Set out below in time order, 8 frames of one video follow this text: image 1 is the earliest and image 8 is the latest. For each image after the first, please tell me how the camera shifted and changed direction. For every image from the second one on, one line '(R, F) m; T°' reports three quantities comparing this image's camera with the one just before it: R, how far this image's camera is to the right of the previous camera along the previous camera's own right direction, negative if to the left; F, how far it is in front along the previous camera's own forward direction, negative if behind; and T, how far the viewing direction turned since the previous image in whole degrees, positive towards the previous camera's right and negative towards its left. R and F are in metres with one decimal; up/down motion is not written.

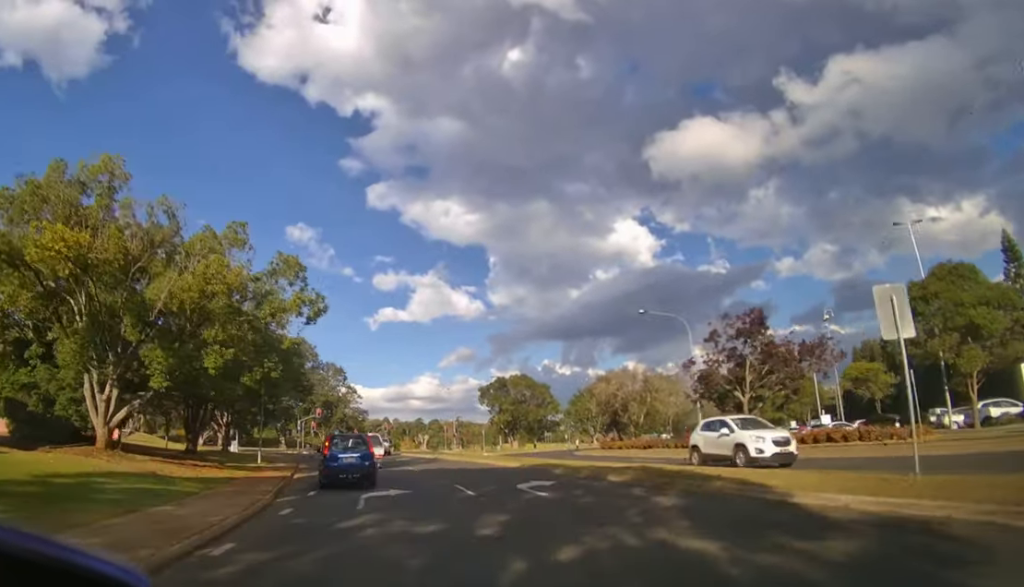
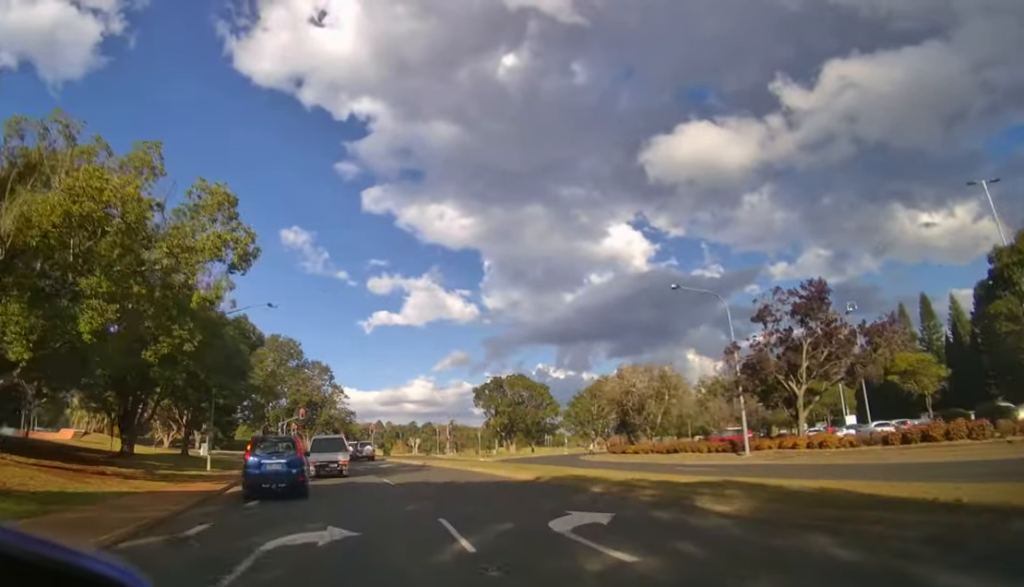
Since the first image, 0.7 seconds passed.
(-0.1, +6.9) m; -2°
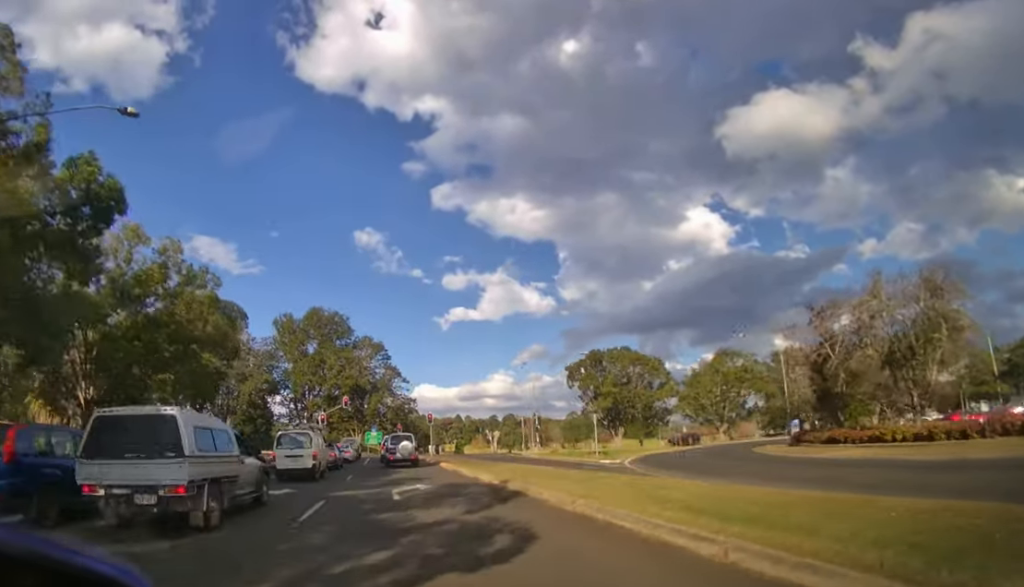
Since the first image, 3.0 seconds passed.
(-1.4, +22.9) m; -8°
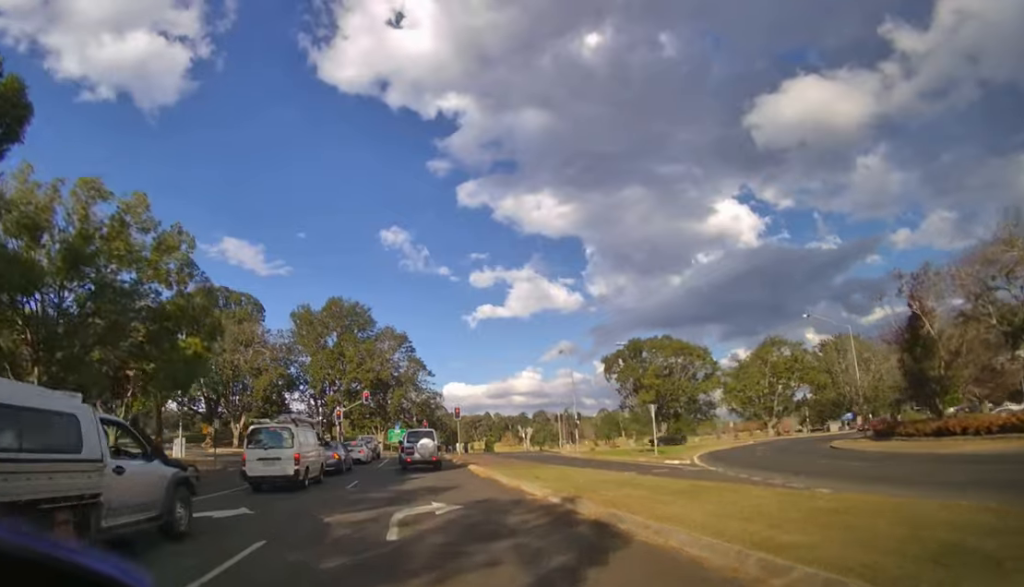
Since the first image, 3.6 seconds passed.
(-0.1, +5.4) m; -3°
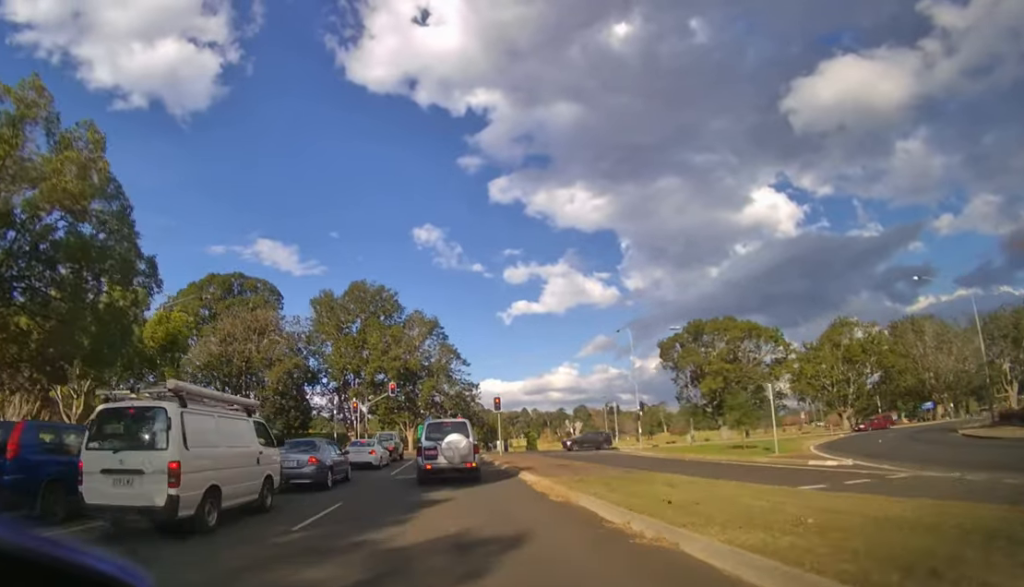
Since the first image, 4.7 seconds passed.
(-0.4, +7.3) m; -4°
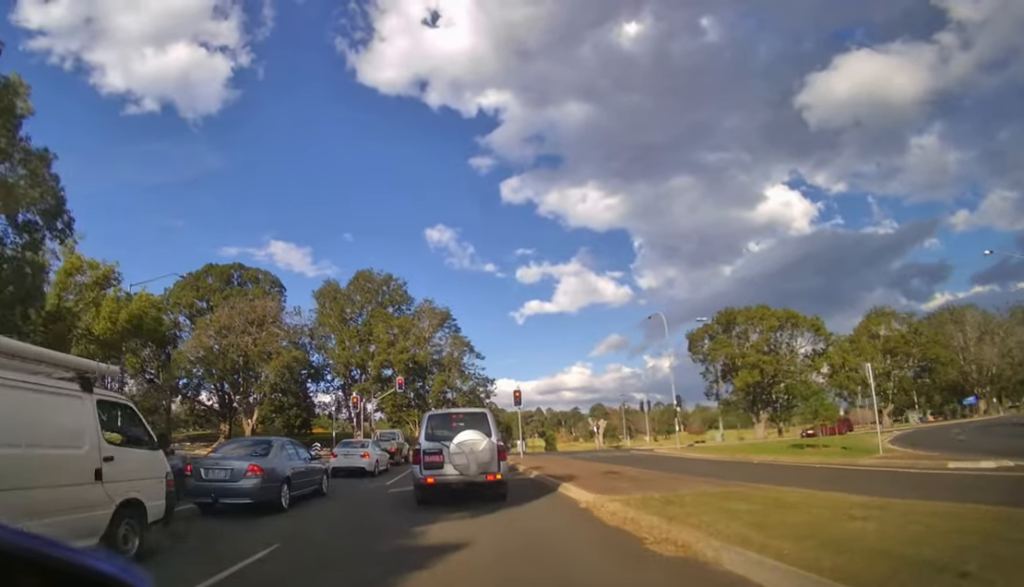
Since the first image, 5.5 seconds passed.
(-0.1, +4.3) m; -2°
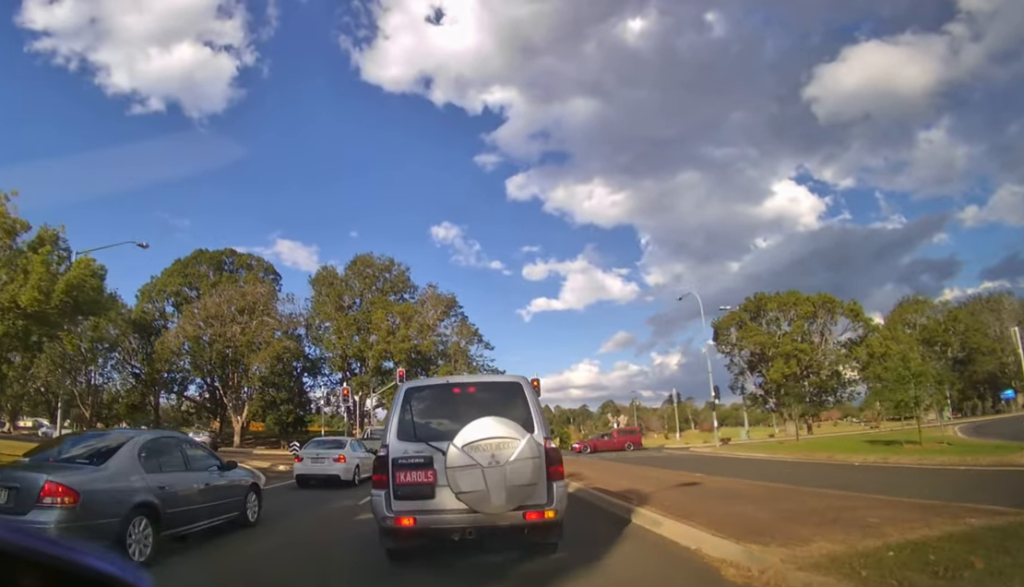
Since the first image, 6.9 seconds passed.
(-0.1, +5.2) m; -2°
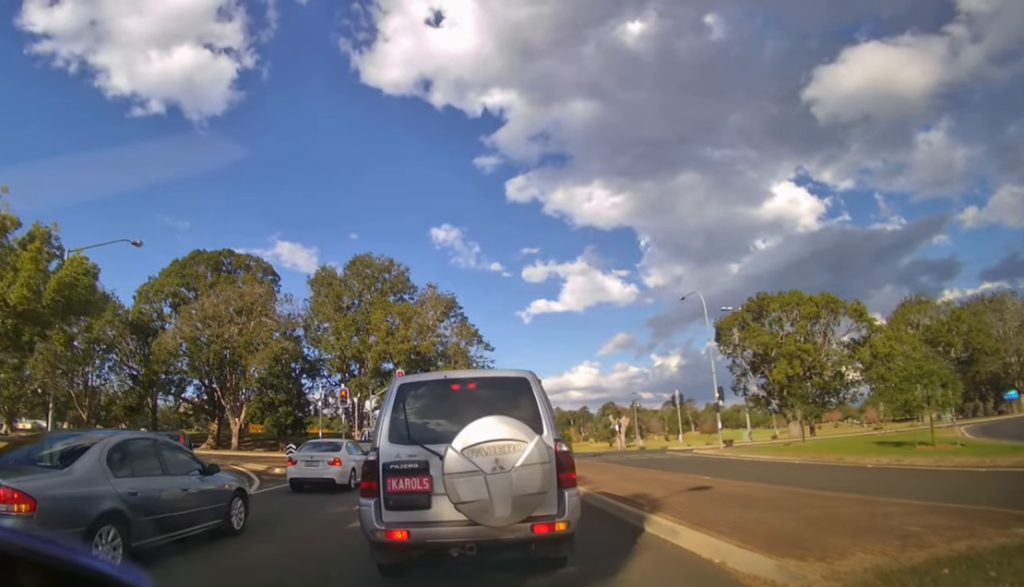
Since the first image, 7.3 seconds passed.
(0.0, +0.9) m; 0°
